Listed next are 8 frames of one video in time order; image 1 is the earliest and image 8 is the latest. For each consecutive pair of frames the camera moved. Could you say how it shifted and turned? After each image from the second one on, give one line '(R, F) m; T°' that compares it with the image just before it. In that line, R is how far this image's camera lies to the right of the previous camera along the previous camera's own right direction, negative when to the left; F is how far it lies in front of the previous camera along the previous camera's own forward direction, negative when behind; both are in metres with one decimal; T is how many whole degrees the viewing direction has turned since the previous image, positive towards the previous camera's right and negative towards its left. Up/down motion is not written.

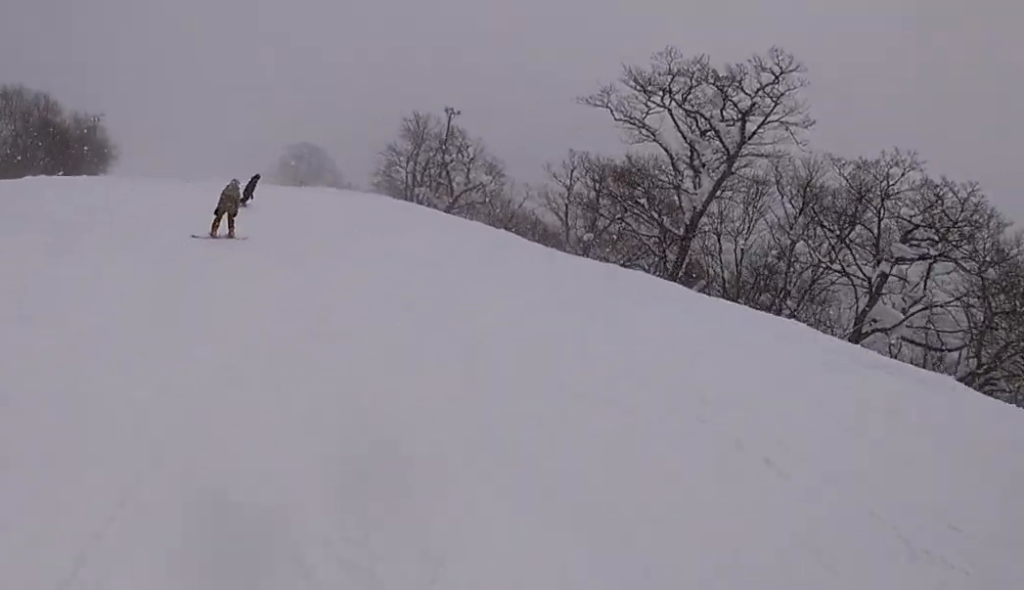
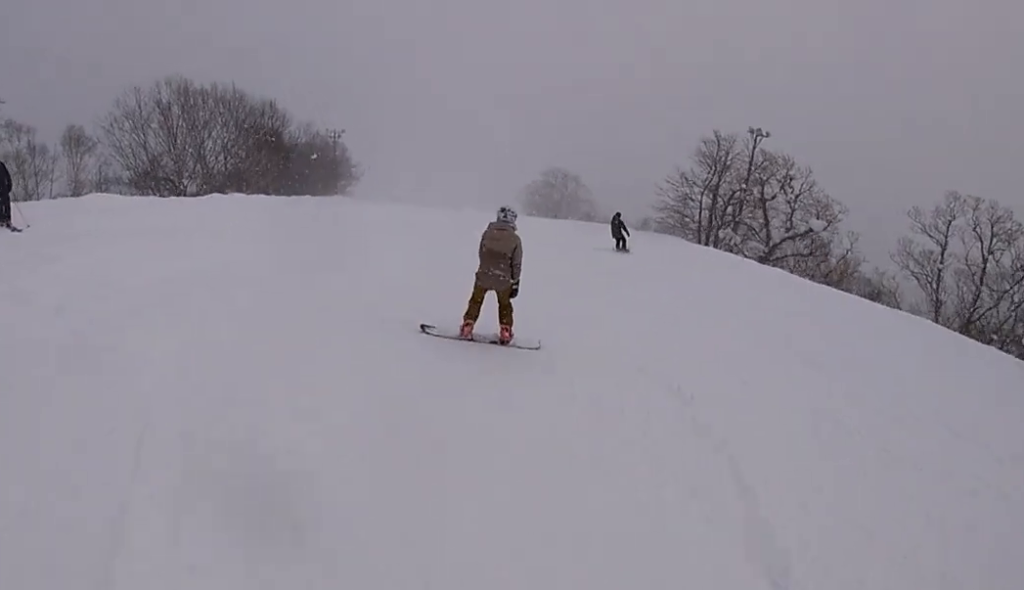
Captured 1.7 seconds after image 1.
(-3.7, +11.9) m; -13°
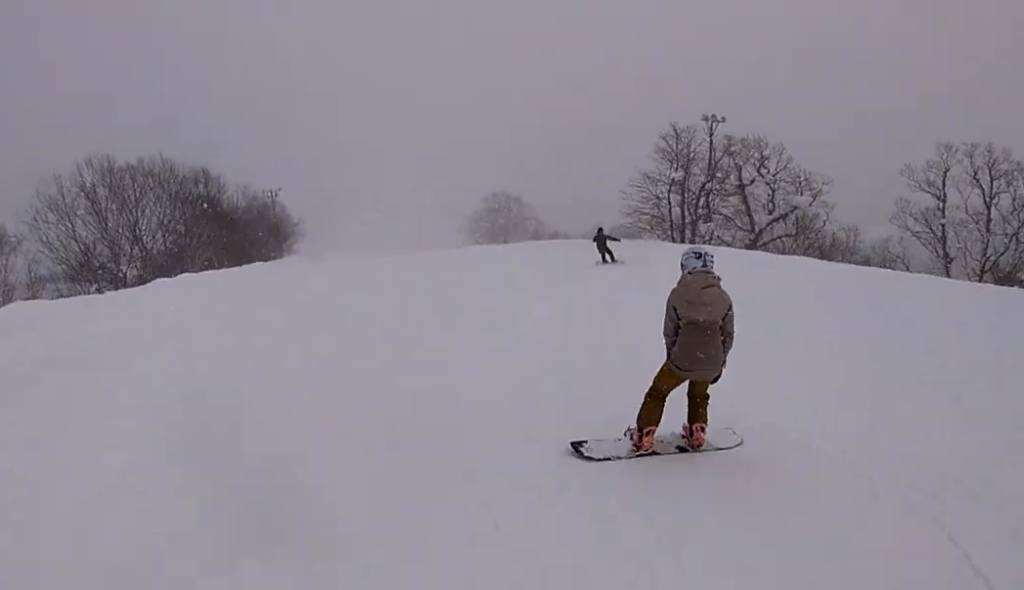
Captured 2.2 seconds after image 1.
(+0.3, +4.4) m; +3°
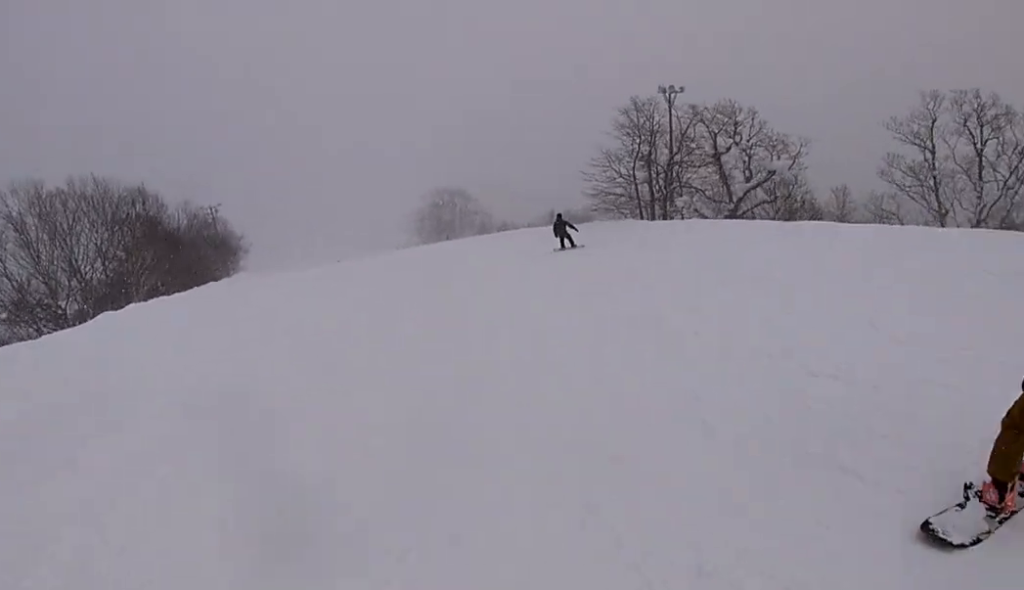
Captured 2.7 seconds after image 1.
(-0.2, +3.7) m; +1°
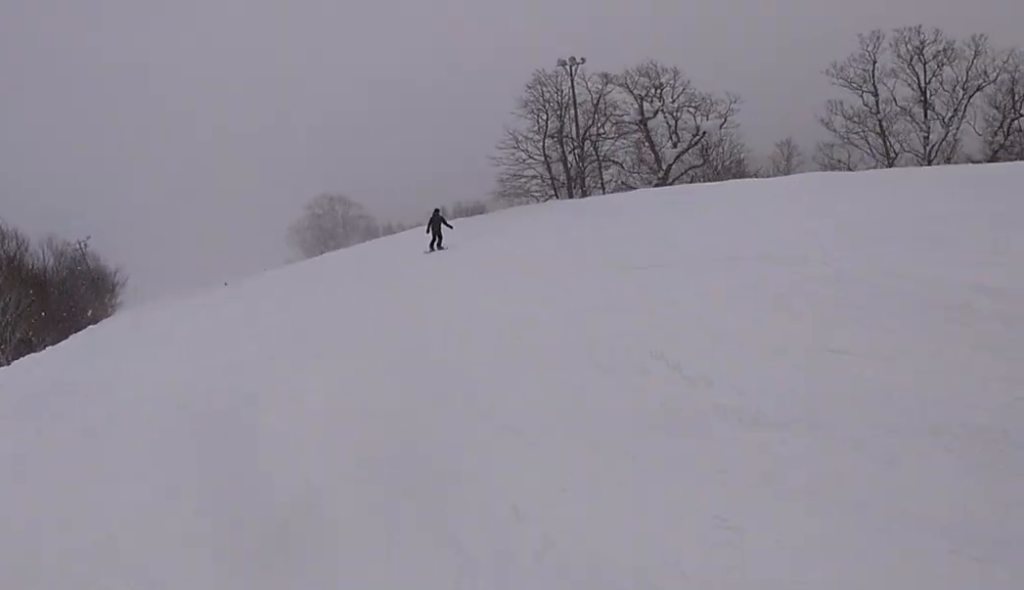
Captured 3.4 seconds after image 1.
(0.0, +5.7) m; +7°
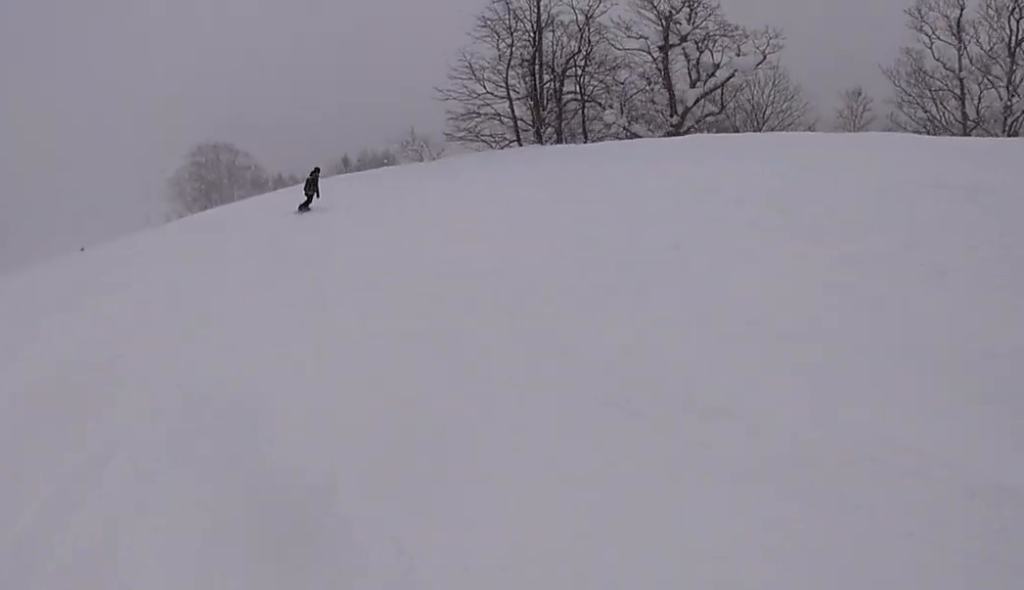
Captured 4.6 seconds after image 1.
(+2.5, +9.9) m; +28°
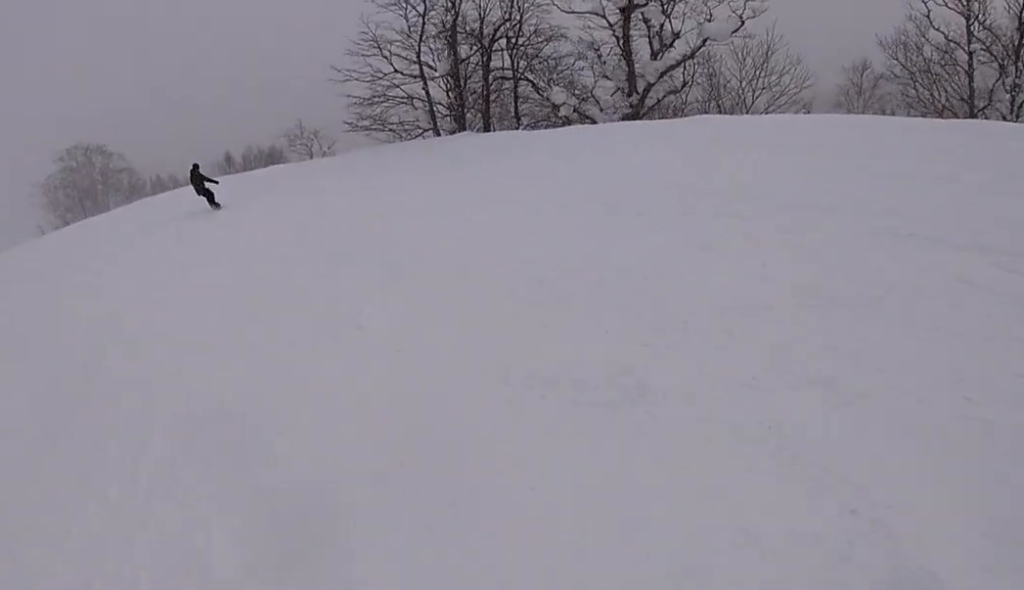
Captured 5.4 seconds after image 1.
(+1.0, +6.5) m; +5°
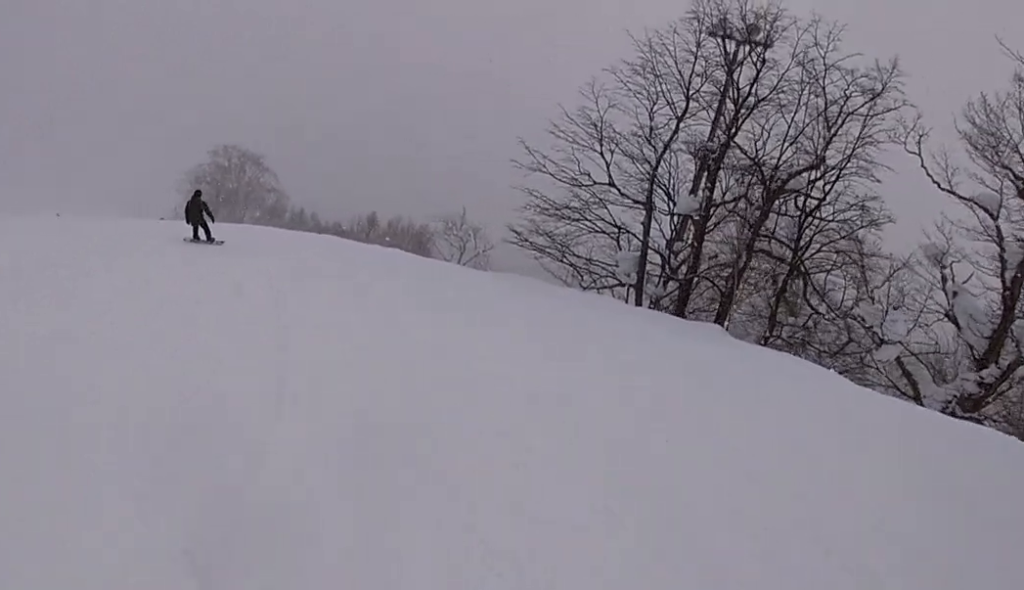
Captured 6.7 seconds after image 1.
(-1.2, +10.2) m; -20°
